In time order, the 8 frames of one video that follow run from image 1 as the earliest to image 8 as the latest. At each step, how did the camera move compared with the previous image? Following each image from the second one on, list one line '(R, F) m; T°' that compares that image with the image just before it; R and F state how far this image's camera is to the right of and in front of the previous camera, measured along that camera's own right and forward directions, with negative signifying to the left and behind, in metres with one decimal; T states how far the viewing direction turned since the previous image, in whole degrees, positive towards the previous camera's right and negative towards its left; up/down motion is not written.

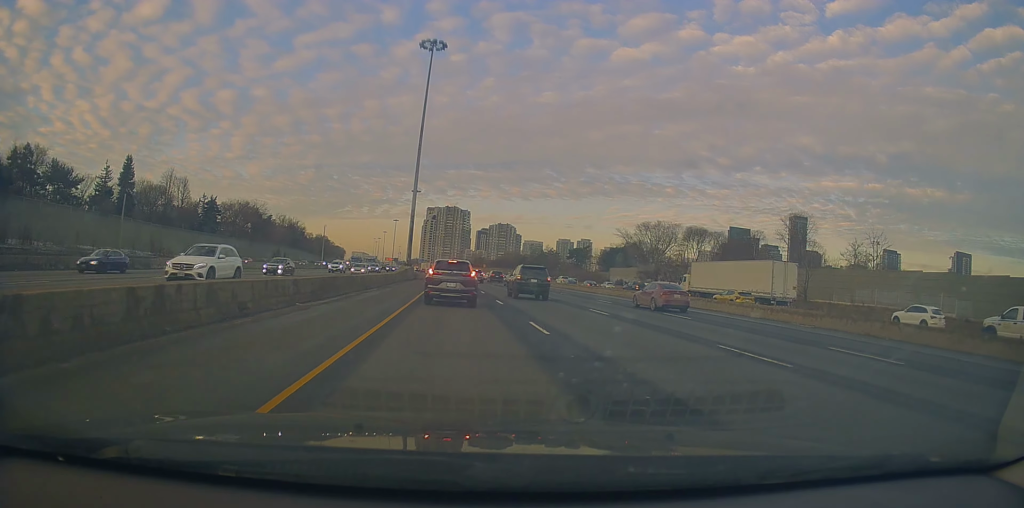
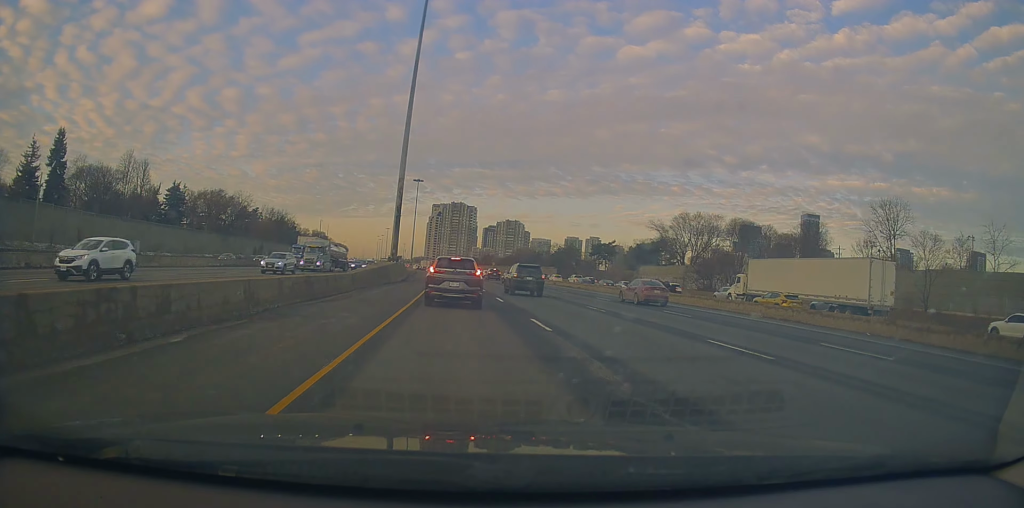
(+0.1, +23.4) m; -1°
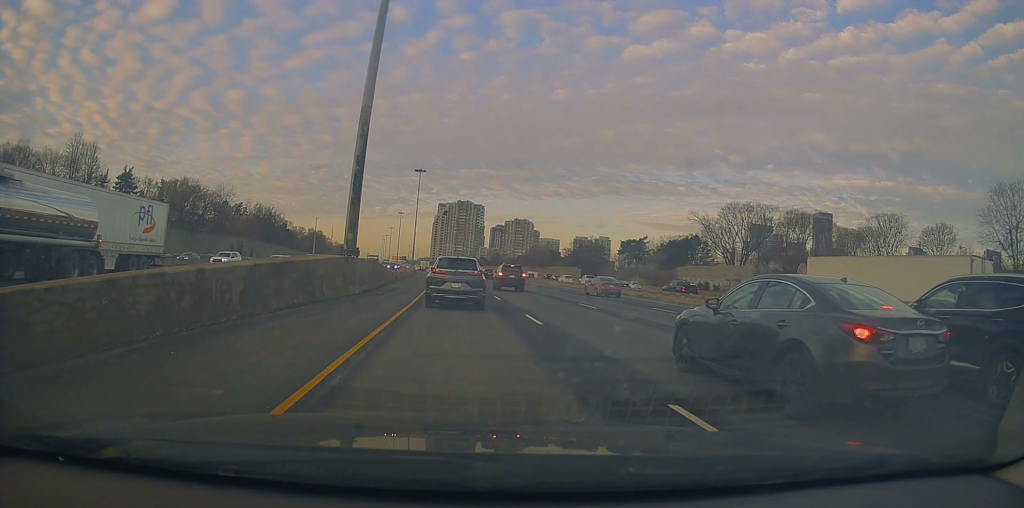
(0.0, +24.2) m; +1°
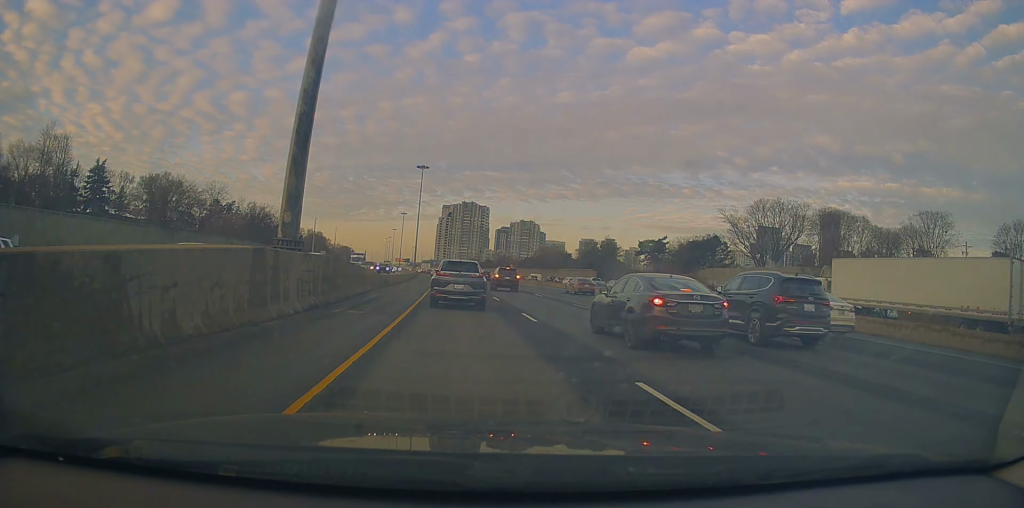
(-0.1, +10.8) m; +1°
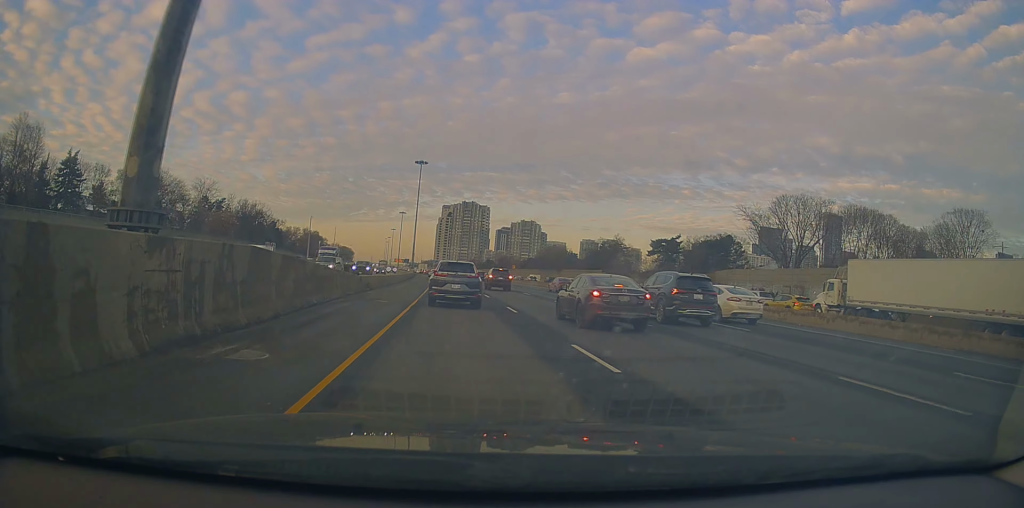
(+0.3, +8.3) m; -1°
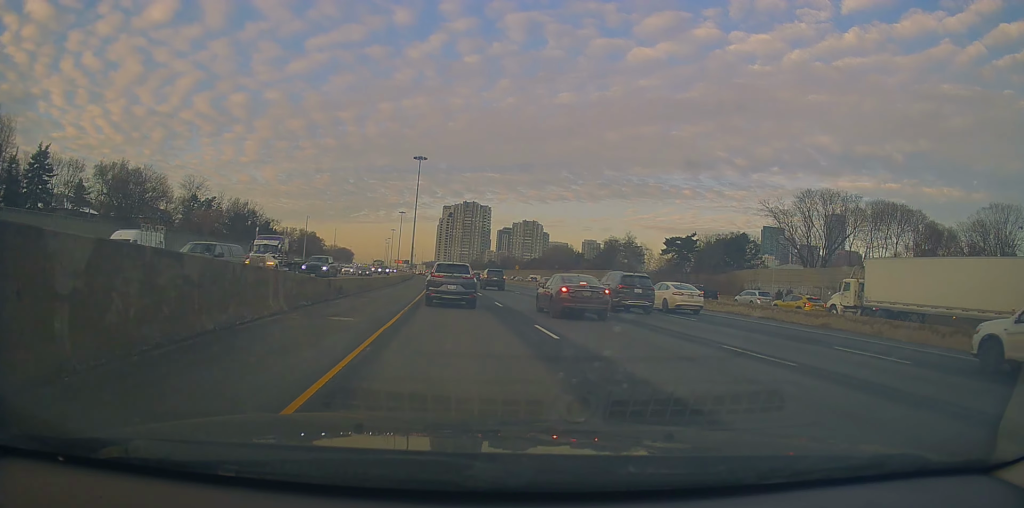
(0.0, +7.8) m; -1°
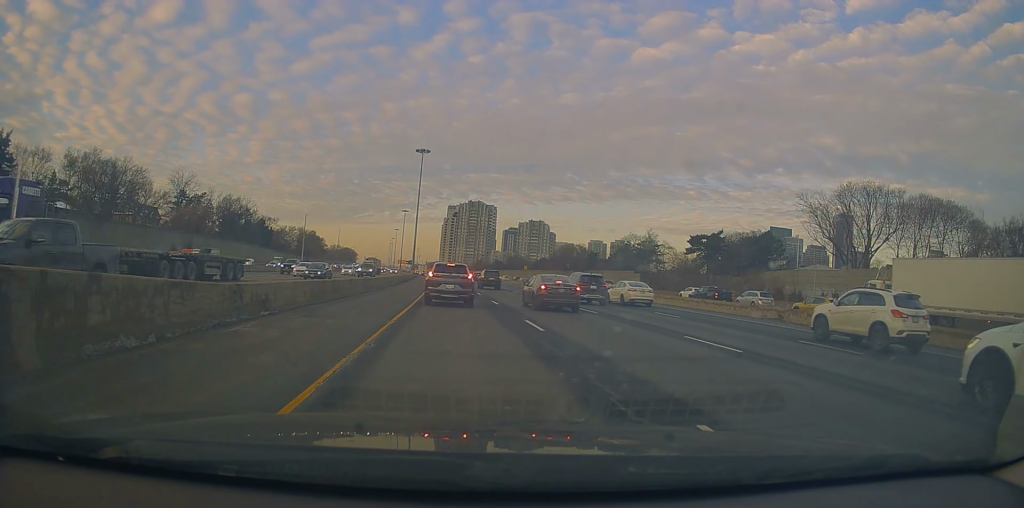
(-0.5, +10.0) m; -1°
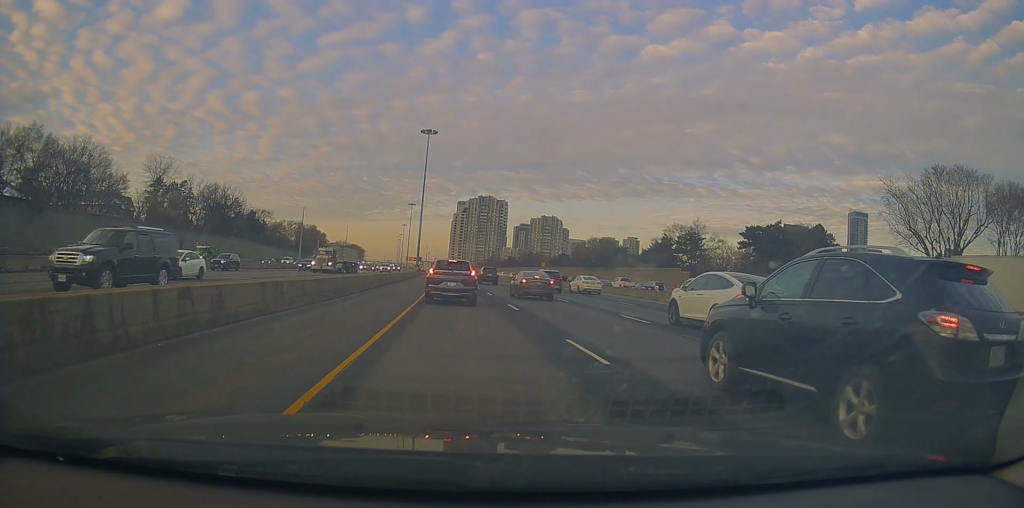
(+0.6, +17.3) m; 0°
